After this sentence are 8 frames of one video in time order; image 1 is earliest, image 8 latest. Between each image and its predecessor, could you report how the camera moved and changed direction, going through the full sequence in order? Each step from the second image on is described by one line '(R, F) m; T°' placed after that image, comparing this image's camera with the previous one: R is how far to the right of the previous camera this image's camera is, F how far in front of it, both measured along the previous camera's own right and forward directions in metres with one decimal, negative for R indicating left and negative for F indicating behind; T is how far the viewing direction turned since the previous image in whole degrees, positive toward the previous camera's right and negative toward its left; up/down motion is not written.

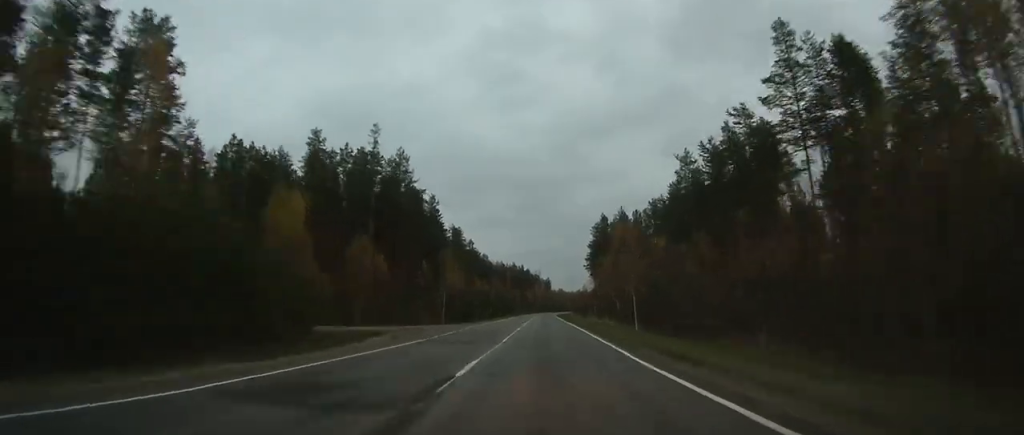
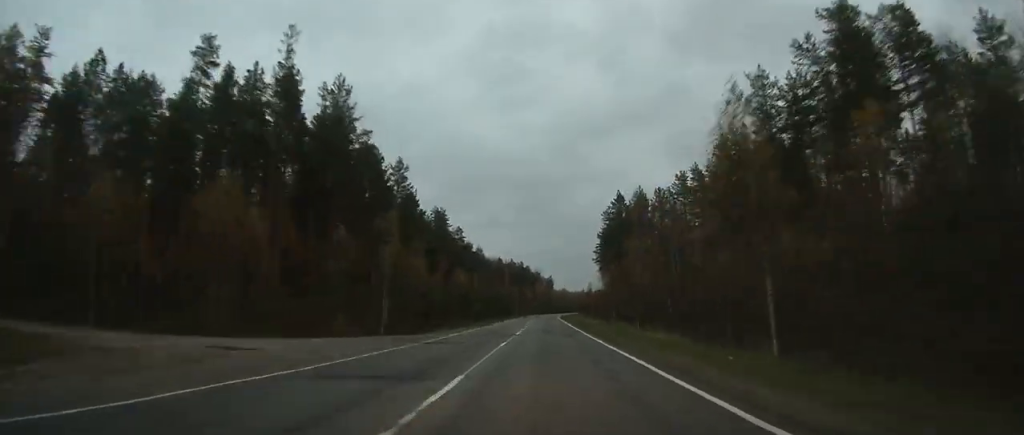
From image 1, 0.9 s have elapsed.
(-0.1, +28.4) m; 0°
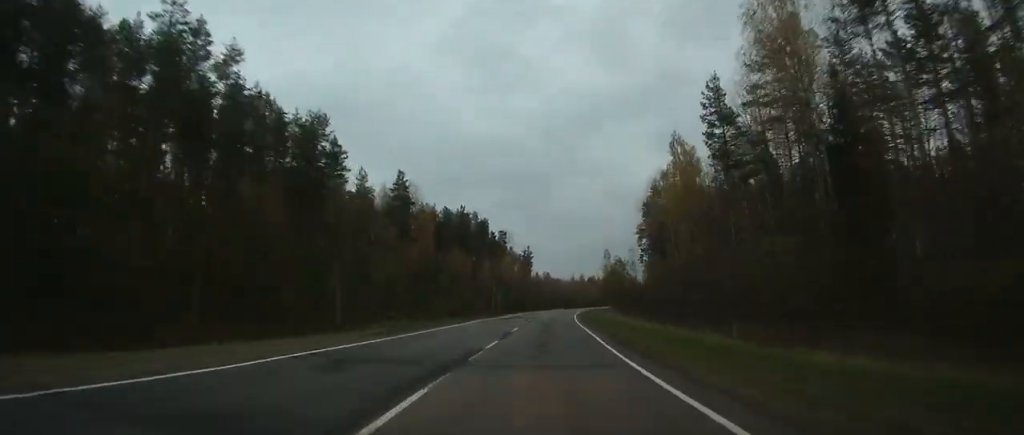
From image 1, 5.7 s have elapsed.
(-0.4, +136.5) m; 0°
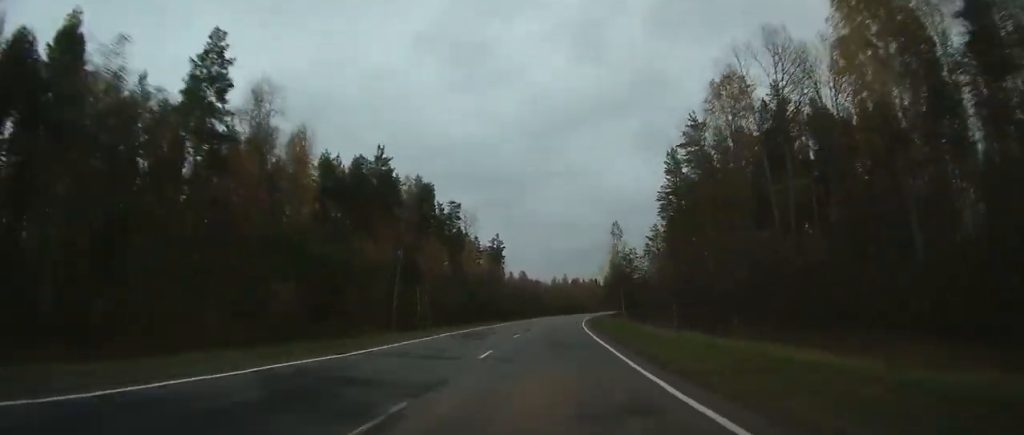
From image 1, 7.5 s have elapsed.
(+1.0, +47.7) m; +2°
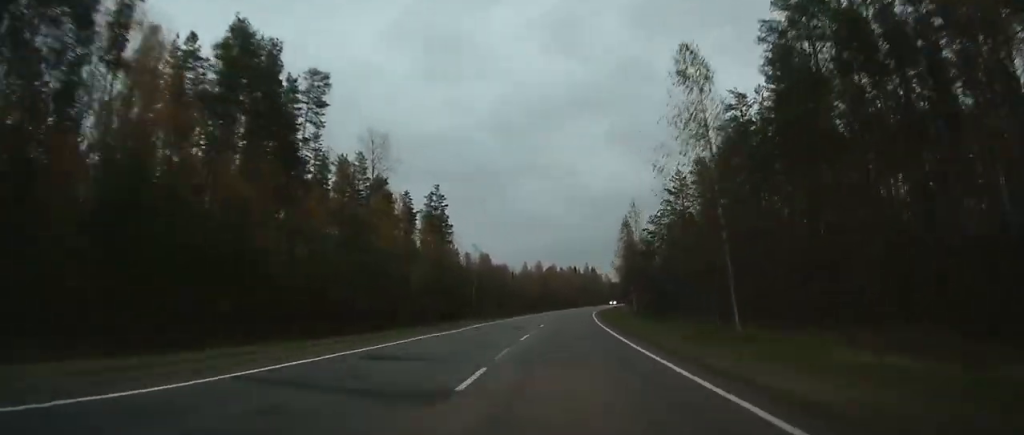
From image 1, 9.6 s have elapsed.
(+1.0, +57.7) m; +3°
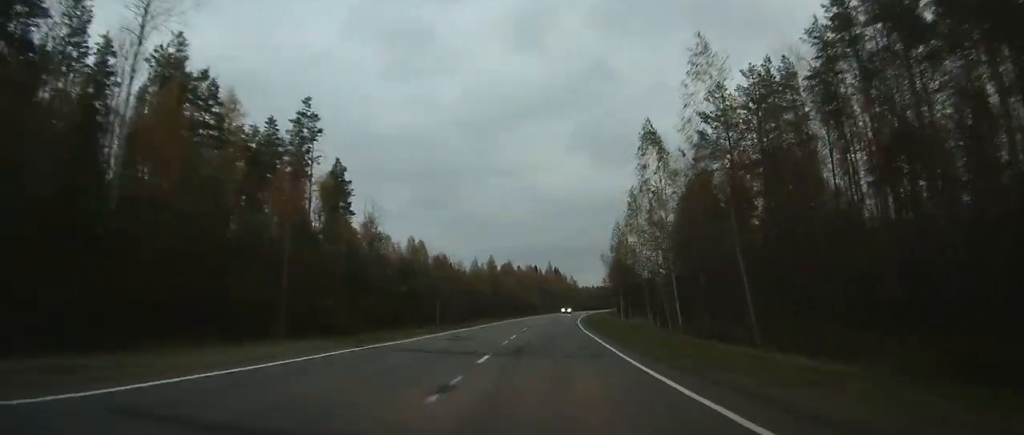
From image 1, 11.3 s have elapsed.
(+1.3, +45.9) m; +3°
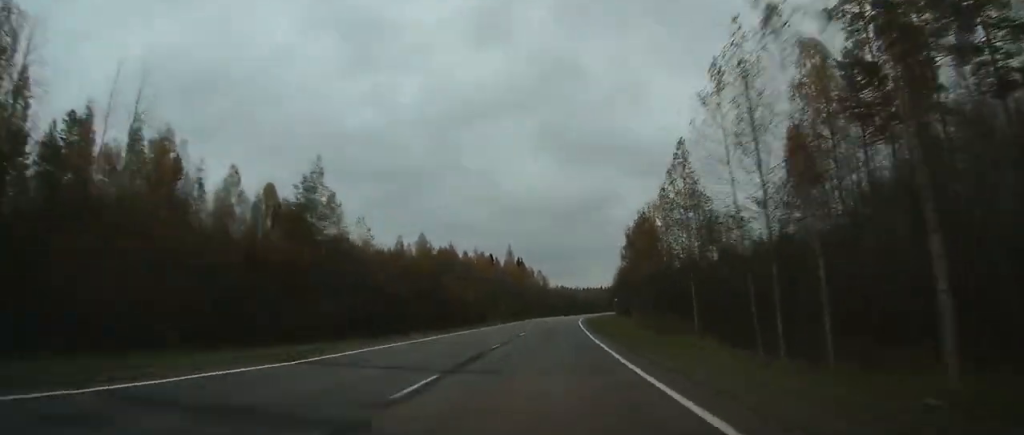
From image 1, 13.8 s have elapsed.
(+2.9, +66.9) m; +6°
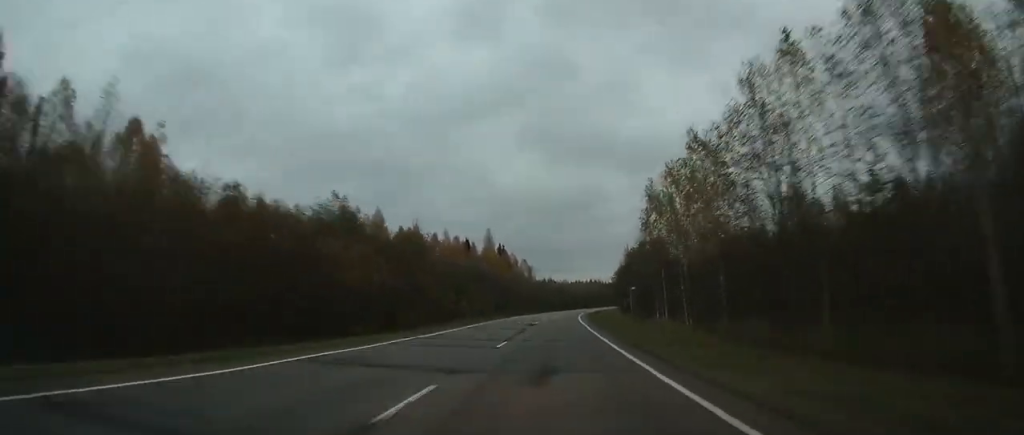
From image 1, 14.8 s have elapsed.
(+1.0, +25.1) m; +2°
